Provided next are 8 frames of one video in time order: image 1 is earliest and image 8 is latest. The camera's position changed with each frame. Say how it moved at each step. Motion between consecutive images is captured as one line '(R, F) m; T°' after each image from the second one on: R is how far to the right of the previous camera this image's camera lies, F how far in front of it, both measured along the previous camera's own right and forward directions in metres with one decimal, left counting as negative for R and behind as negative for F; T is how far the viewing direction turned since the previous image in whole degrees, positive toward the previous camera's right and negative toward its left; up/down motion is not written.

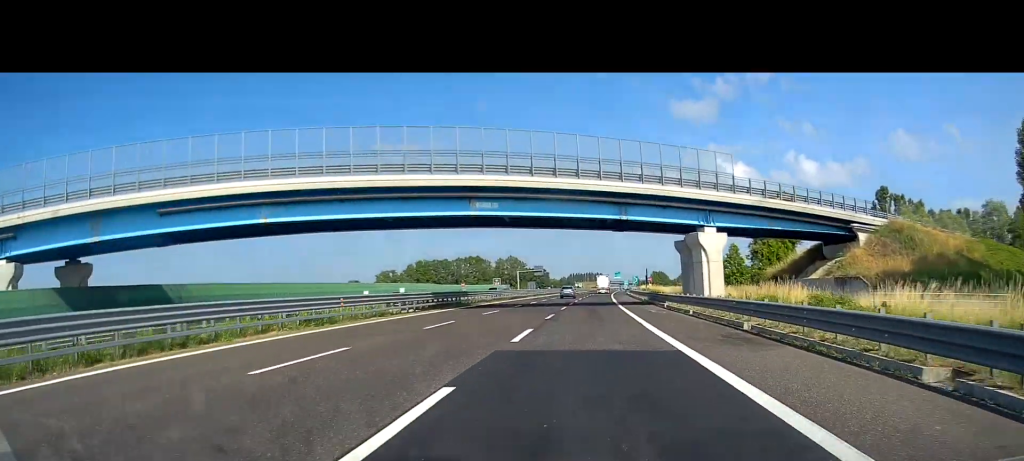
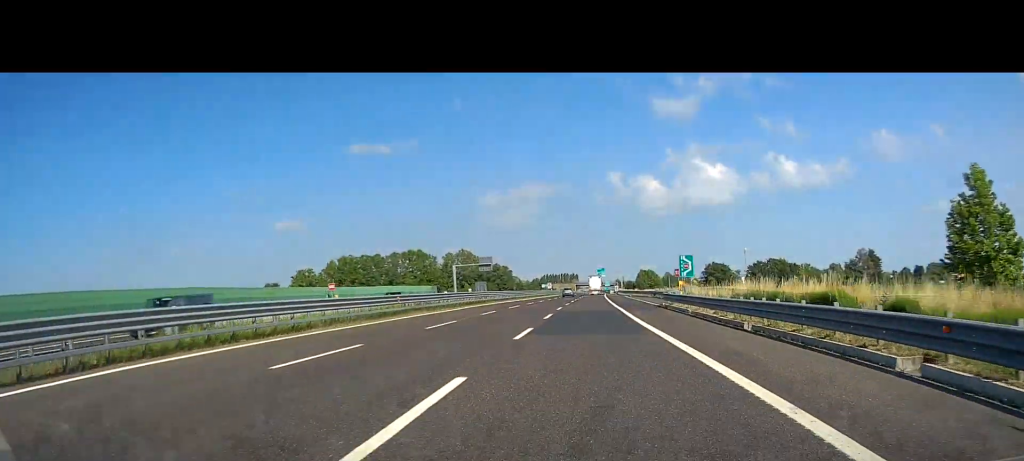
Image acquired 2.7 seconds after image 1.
(0.0, +71.6) m; +1°
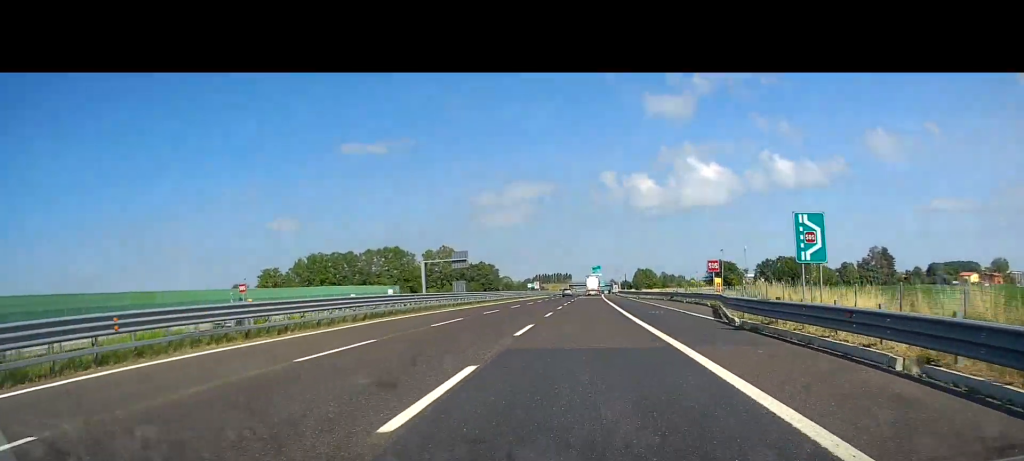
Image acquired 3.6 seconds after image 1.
(+0.3, +22.7) m; +1°
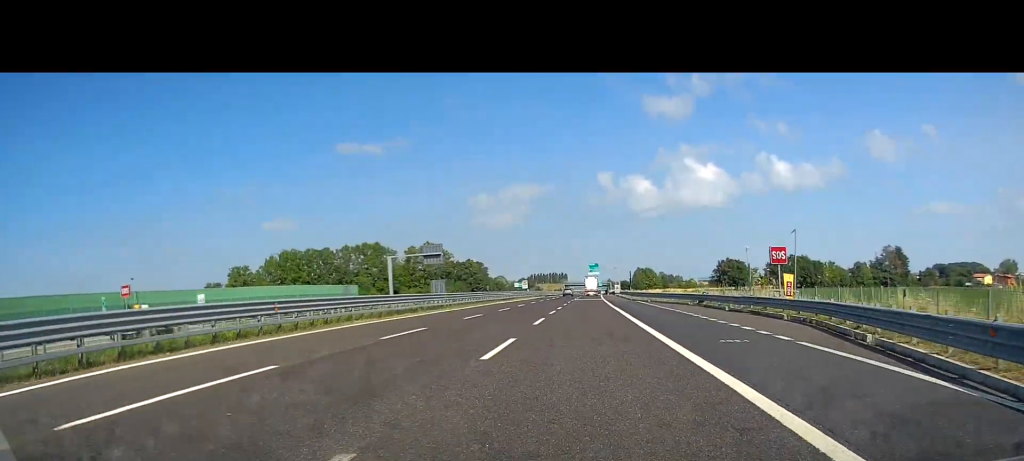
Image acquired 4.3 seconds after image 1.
(0.0, +18.3) m; 0°
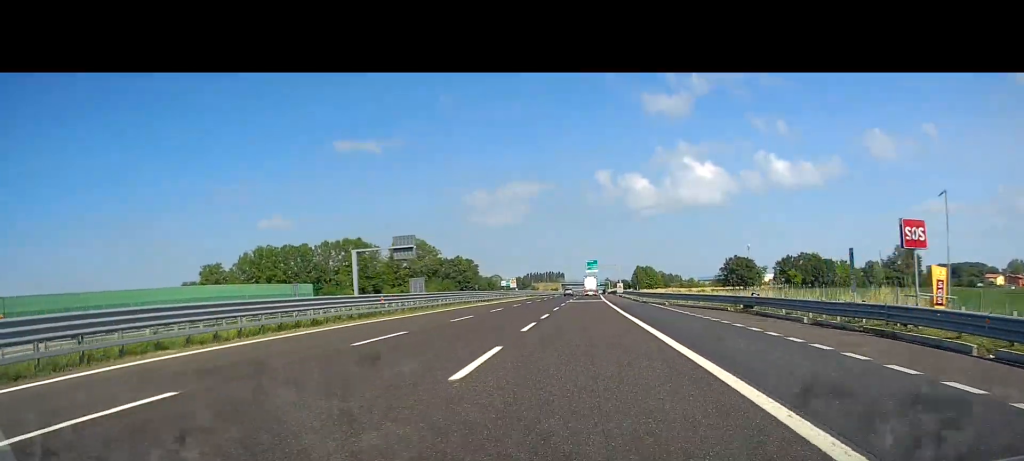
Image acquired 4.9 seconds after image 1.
(0.0, +14.8) m; 0°
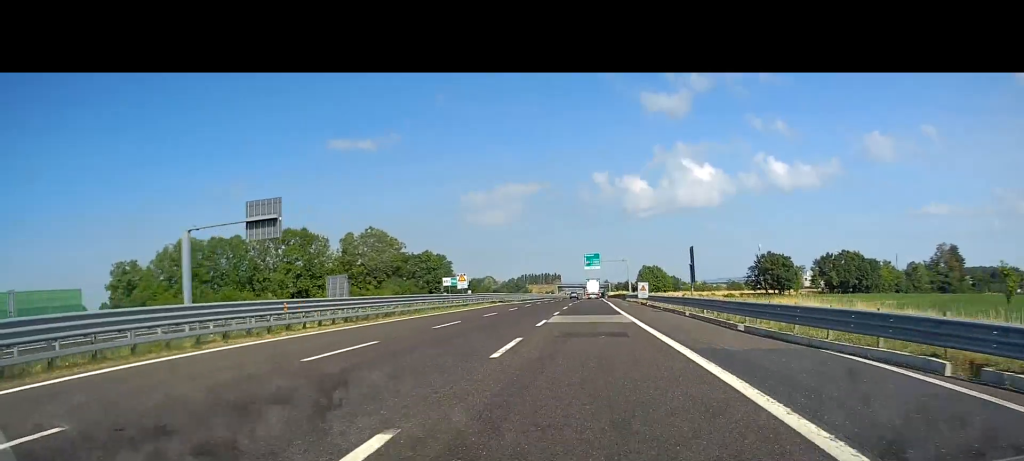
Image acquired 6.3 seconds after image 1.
(+0.6, +38.6) m; +1°
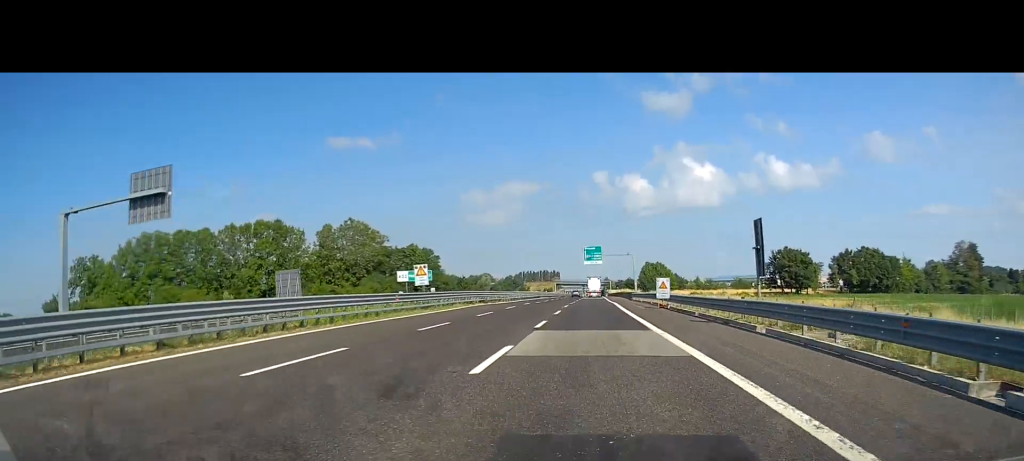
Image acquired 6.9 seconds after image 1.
(+0.1, +14.1) m; 0°
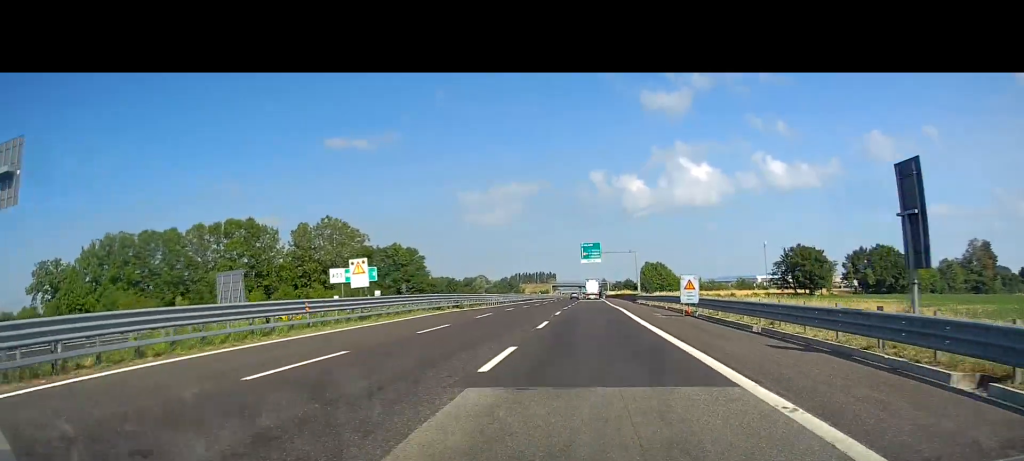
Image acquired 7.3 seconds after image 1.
(0.0, +11.5) m; 0°
